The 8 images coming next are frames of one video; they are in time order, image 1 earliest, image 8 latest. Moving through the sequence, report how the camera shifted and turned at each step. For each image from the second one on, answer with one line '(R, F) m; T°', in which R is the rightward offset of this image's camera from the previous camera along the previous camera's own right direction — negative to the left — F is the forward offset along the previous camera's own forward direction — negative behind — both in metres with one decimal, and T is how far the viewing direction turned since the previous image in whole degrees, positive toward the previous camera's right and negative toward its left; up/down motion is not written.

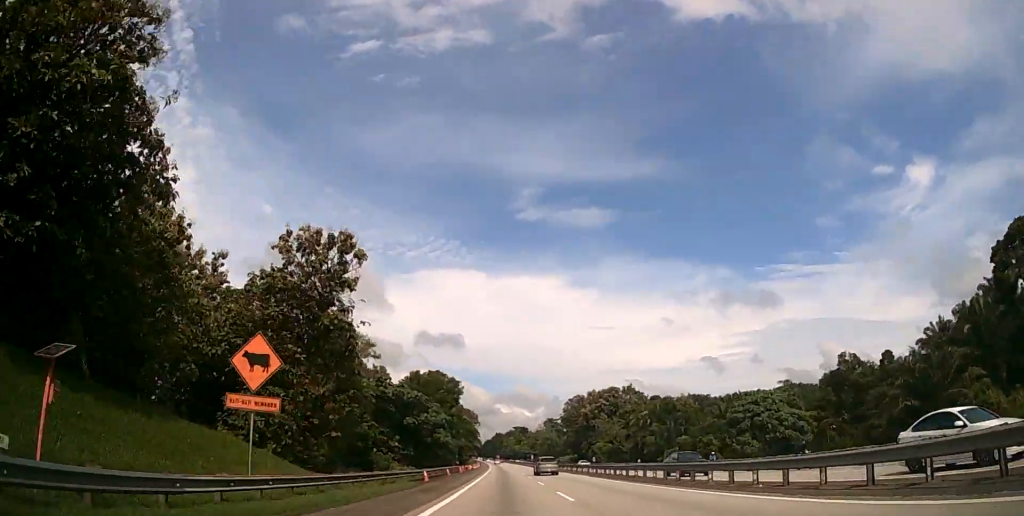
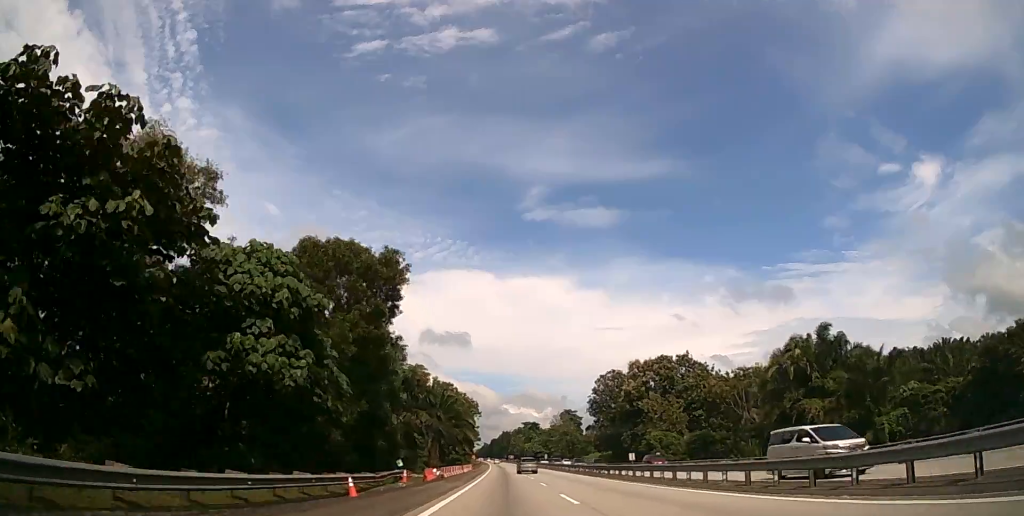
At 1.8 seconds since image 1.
(-0.4, +49.5) m; -1°
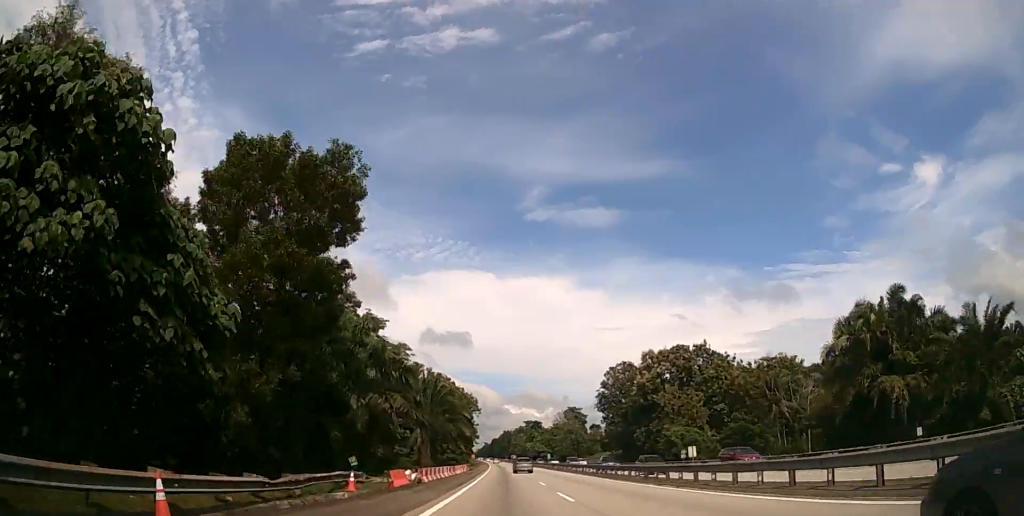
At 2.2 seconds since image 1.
(0.0, +11.0) m; 0°
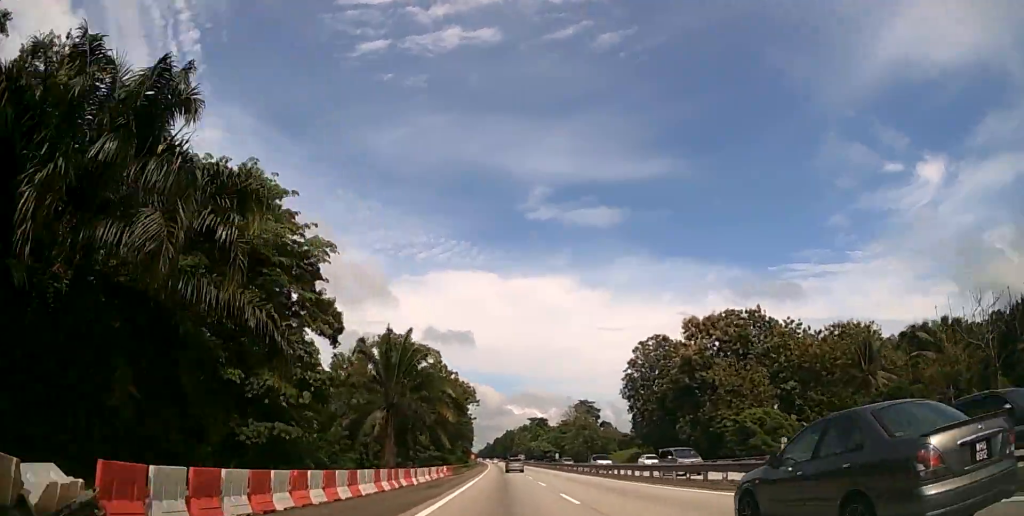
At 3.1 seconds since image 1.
(-0.1, +25.3) m; 0°
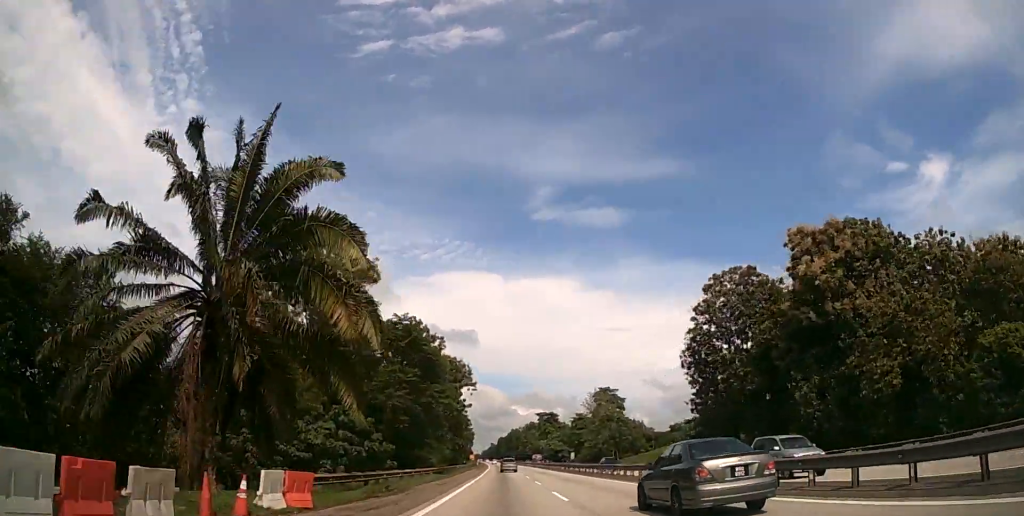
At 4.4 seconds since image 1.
(-0.1, +34.1) m; 0°
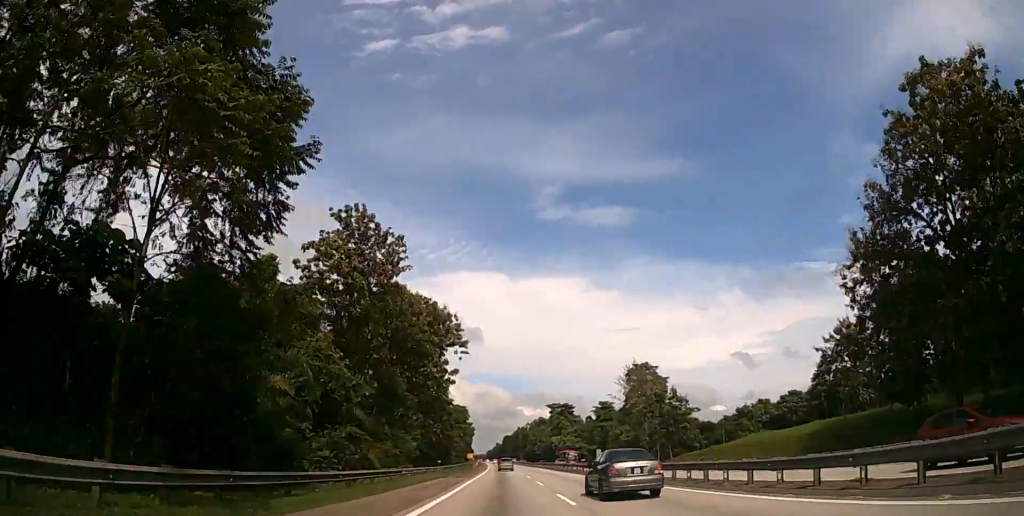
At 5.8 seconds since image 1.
(-0.1, +38.5) m; 0°
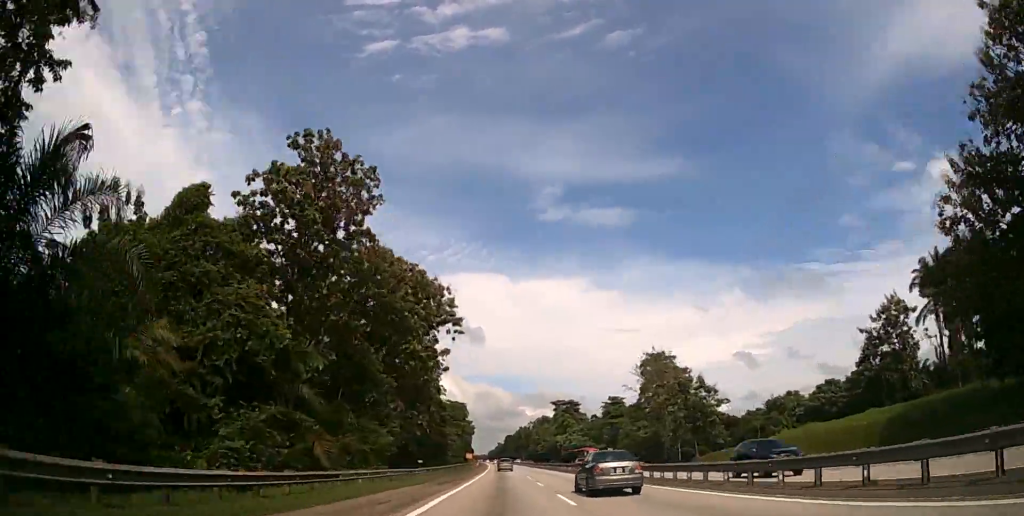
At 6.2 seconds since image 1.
(0.0, +12.1) m; 0°
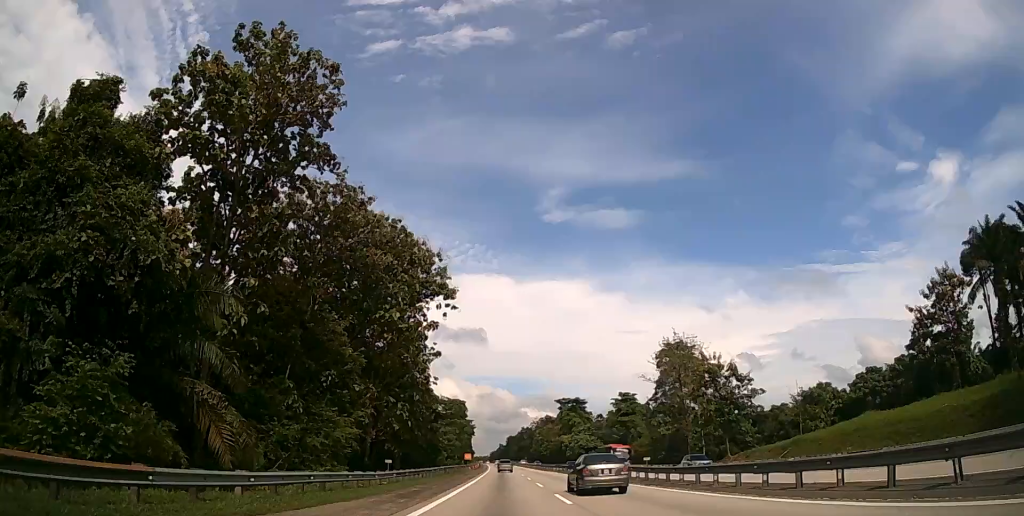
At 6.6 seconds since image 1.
(0.0, +11.0) m; 0°
